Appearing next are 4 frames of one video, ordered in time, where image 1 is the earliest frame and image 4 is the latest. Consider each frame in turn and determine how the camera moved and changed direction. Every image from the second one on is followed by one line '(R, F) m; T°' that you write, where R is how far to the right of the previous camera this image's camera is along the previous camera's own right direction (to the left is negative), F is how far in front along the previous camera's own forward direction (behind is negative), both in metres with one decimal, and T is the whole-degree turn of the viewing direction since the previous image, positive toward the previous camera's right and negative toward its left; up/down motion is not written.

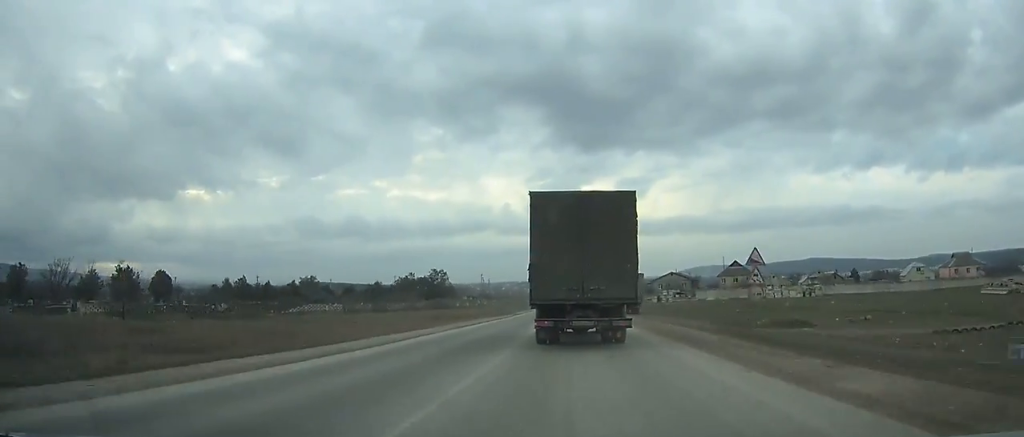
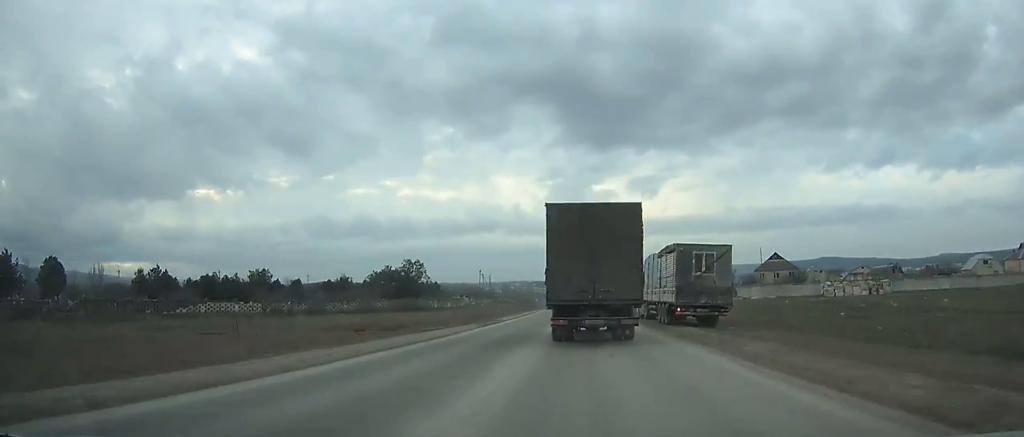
(-0.2, +26.7) m; 0°
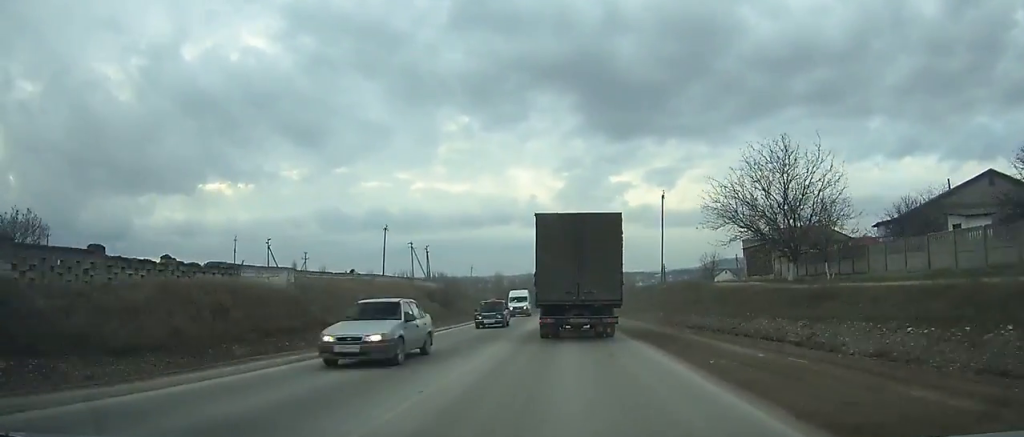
(-0.3, +102.1) m; -2°
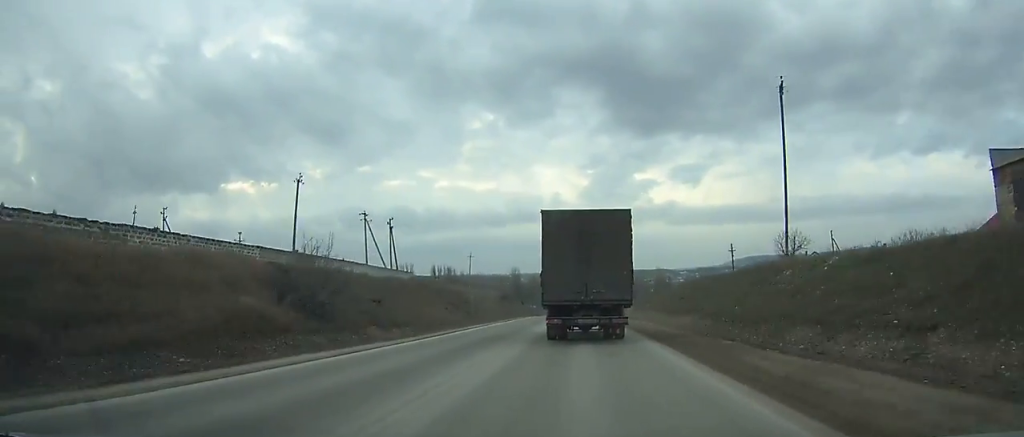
(-0.6, +38.1) m; -2°
